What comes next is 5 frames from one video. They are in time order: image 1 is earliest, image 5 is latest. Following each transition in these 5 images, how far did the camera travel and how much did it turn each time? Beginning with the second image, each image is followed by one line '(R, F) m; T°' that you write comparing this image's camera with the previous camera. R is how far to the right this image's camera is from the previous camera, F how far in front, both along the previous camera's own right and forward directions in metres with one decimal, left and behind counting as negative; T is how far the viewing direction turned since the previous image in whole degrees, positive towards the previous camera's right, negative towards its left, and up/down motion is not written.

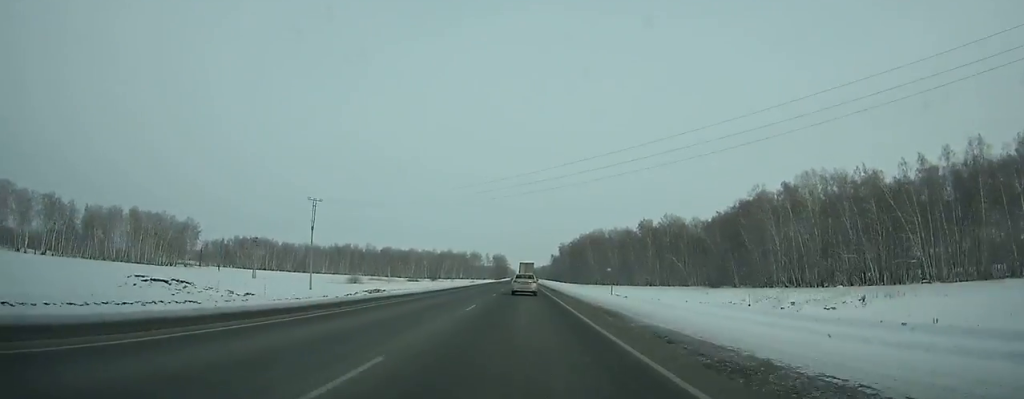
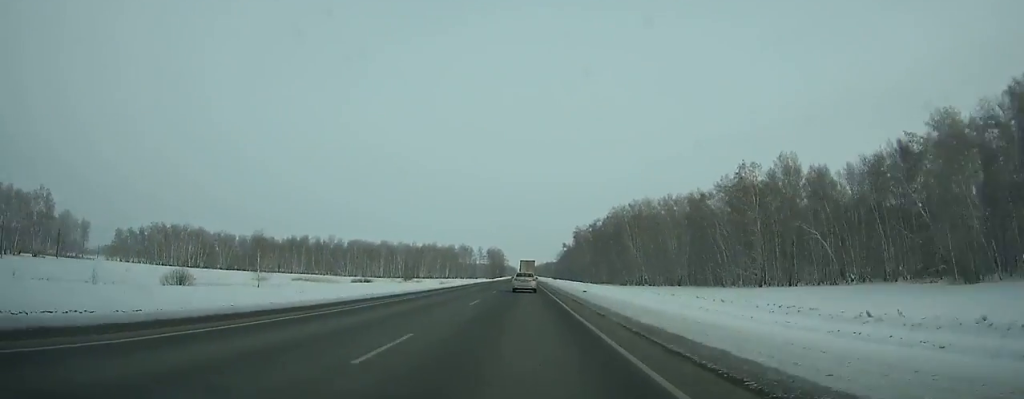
(-0.2, +93.4) m; 0°
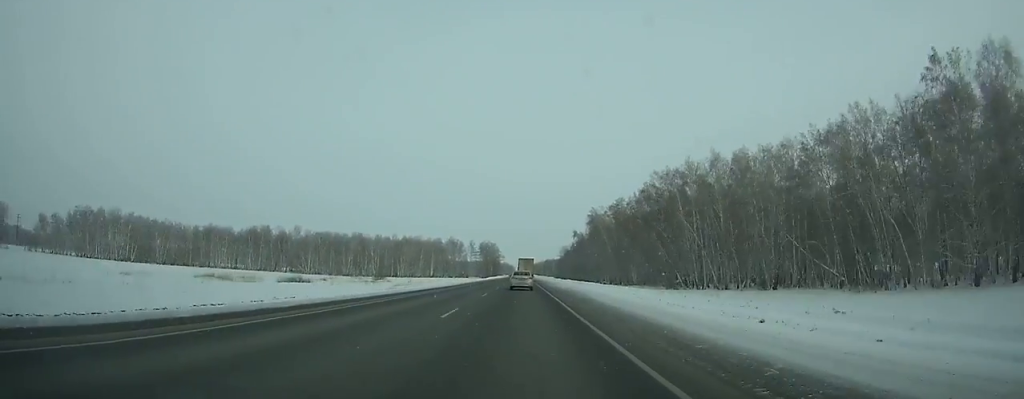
(+0.2, +55.6) m; 0°
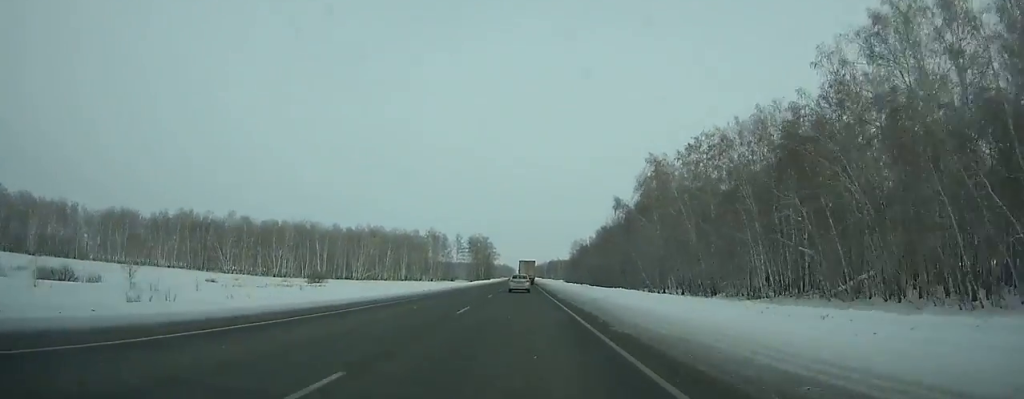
(+0.1, +78.0) m; 0°
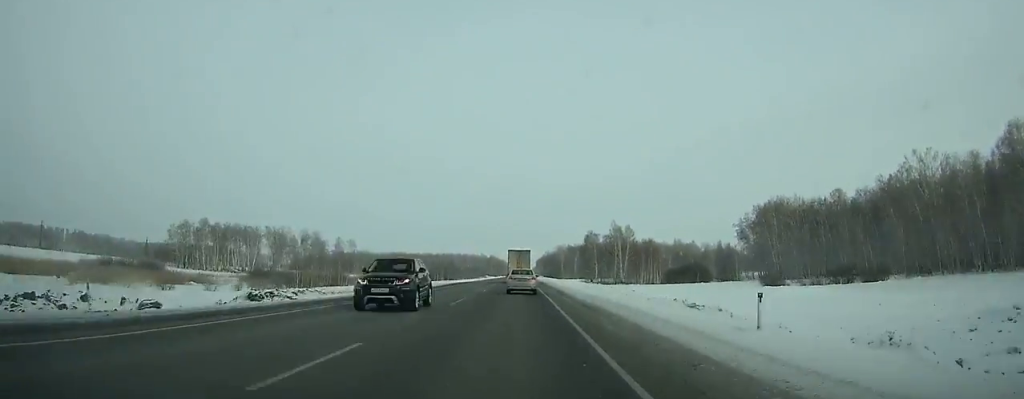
(-0.1, +316.2) m; 0°
